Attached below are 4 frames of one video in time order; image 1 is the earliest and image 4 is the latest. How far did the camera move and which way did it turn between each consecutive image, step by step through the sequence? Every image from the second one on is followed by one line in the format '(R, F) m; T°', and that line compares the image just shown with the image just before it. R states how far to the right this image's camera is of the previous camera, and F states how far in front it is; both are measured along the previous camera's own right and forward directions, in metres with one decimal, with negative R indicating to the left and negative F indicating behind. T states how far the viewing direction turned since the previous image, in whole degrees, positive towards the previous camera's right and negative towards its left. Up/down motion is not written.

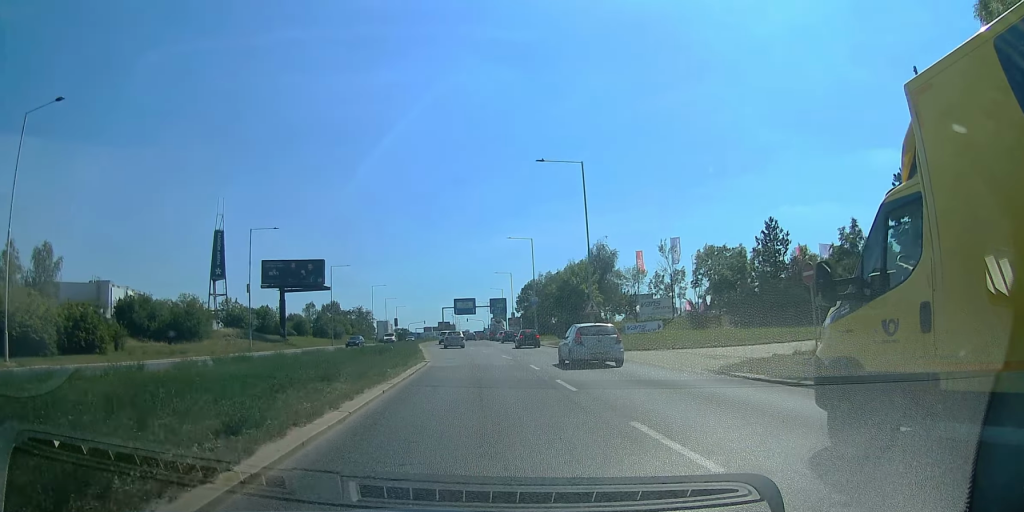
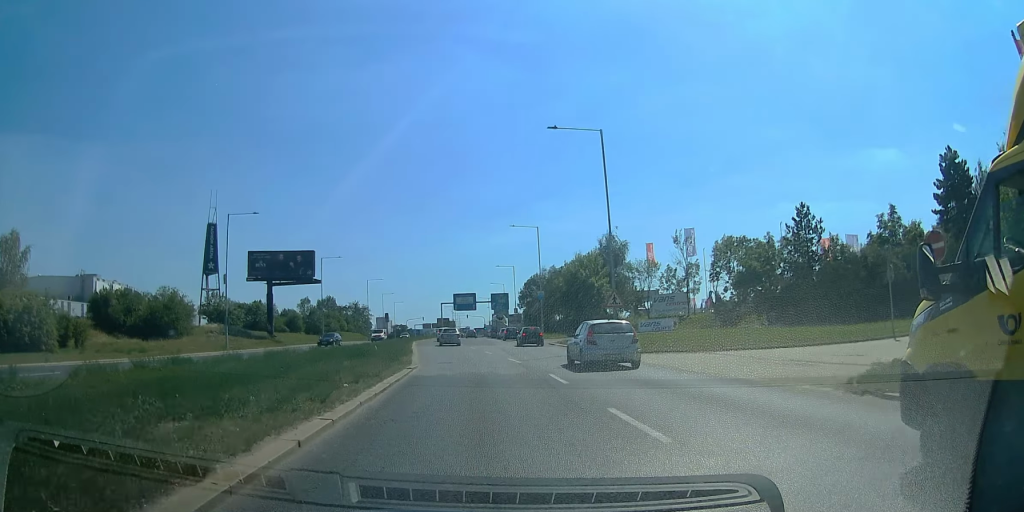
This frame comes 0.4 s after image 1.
(+0.4, +6.1) m; 0°
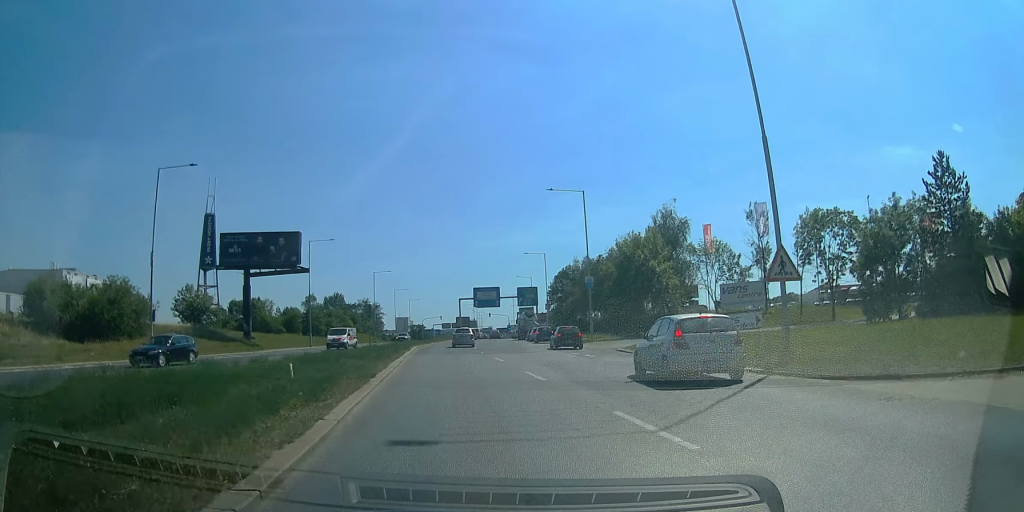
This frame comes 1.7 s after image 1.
(-1.1, +17.1) m; -4°
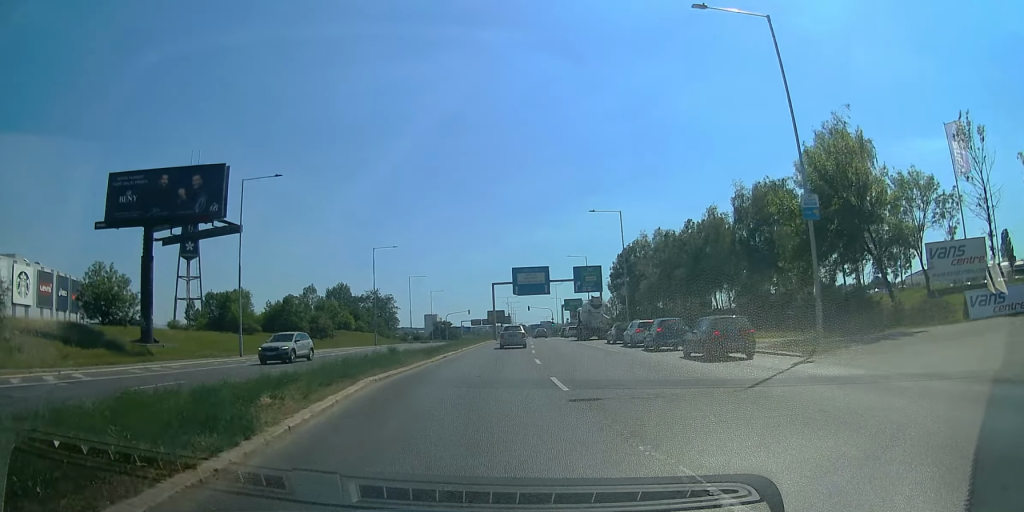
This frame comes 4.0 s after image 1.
(0.0, +29.4) m; 0°
